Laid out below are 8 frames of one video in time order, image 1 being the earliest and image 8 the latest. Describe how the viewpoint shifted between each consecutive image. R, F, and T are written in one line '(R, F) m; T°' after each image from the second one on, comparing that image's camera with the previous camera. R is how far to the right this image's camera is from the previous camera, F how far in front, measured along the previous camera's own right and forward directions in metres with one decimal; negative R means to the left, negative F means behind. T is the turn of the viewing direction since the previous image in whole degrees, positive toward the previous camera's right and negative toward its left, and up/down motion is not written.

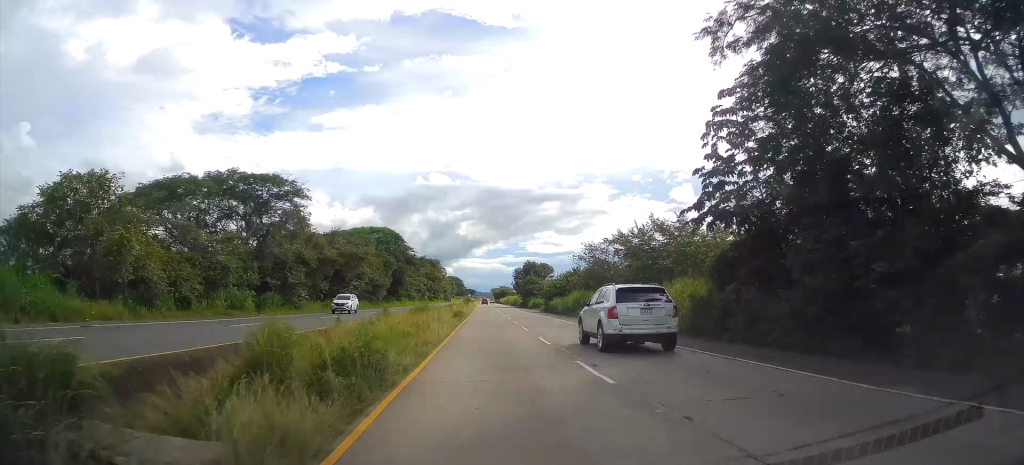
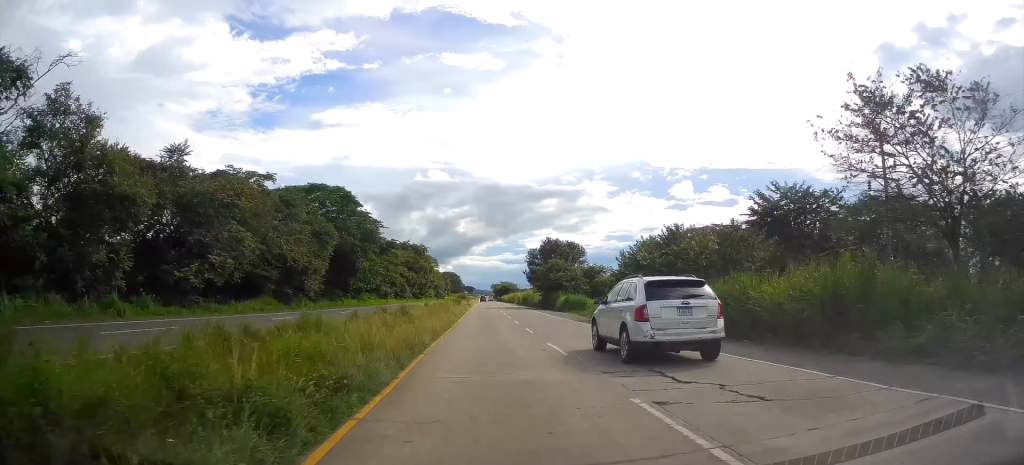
(-0.5, +39.3) m; 0°
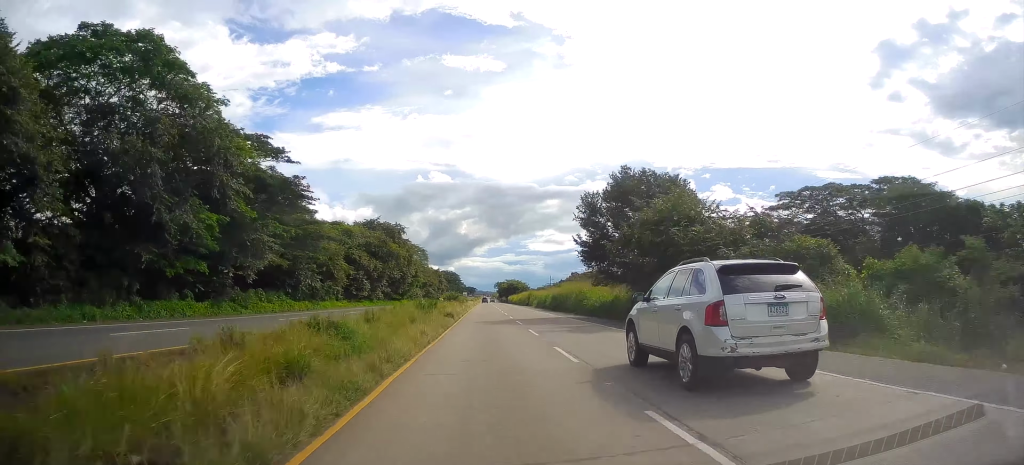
(+0.1, +43.8) m; 0°
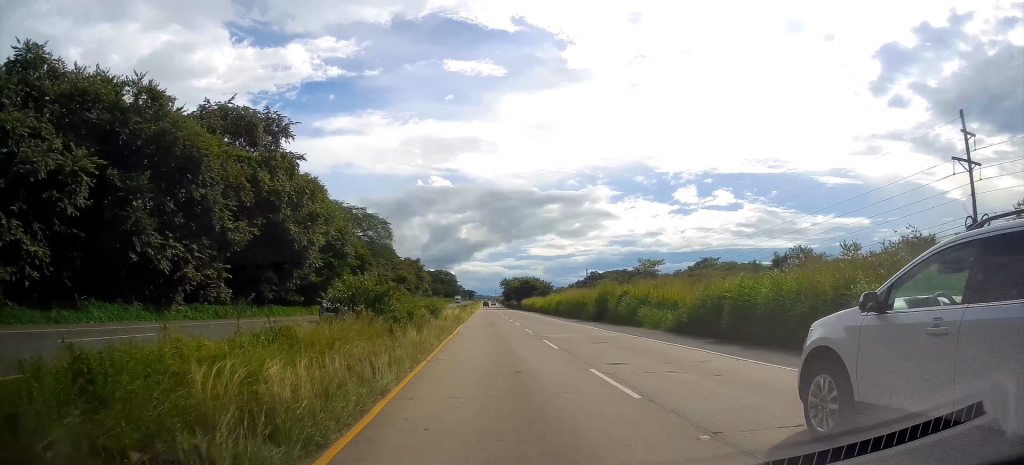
(0.0, +63.1) m; 0°
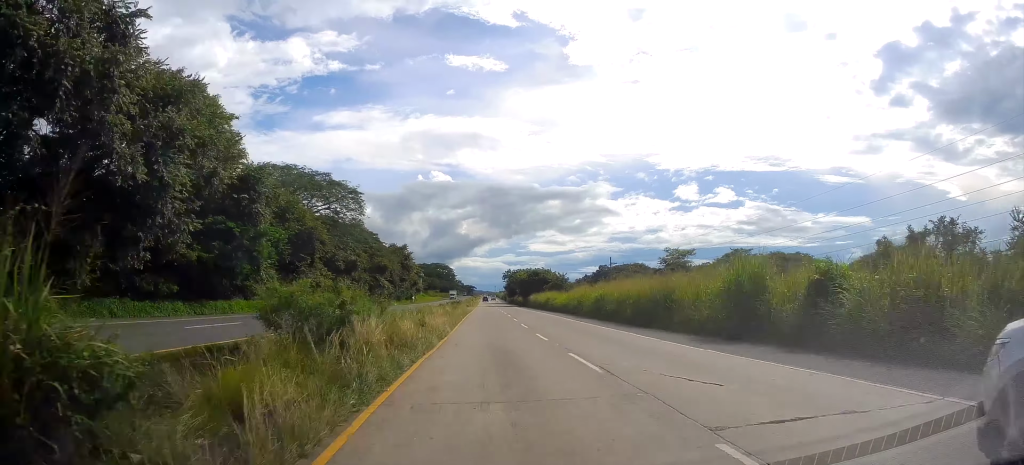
(-0.2, +23.3) m; 0°
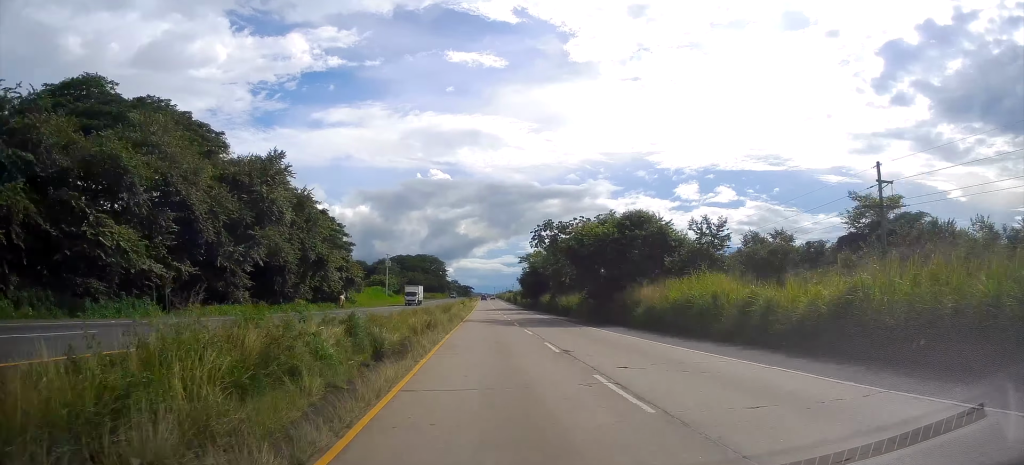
(+0.4, +70.0) m; +1°
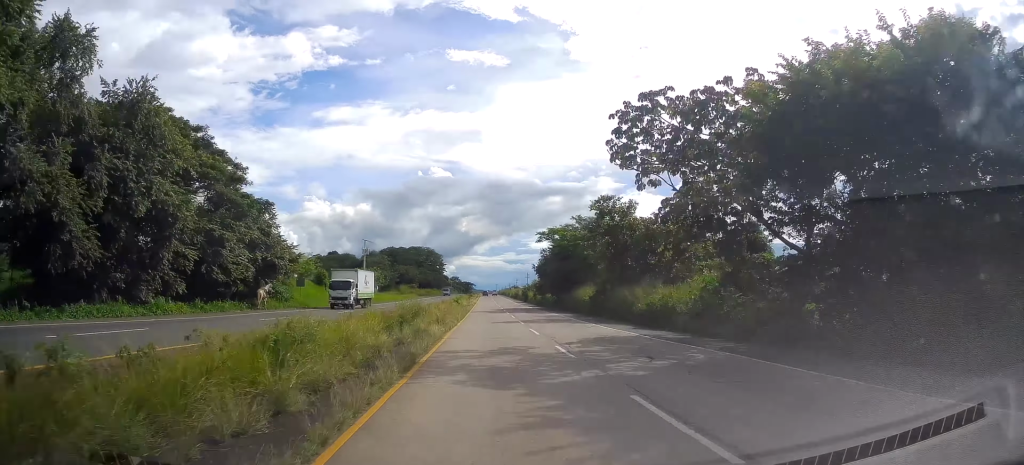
(-0.1, +27.7) m; 0°
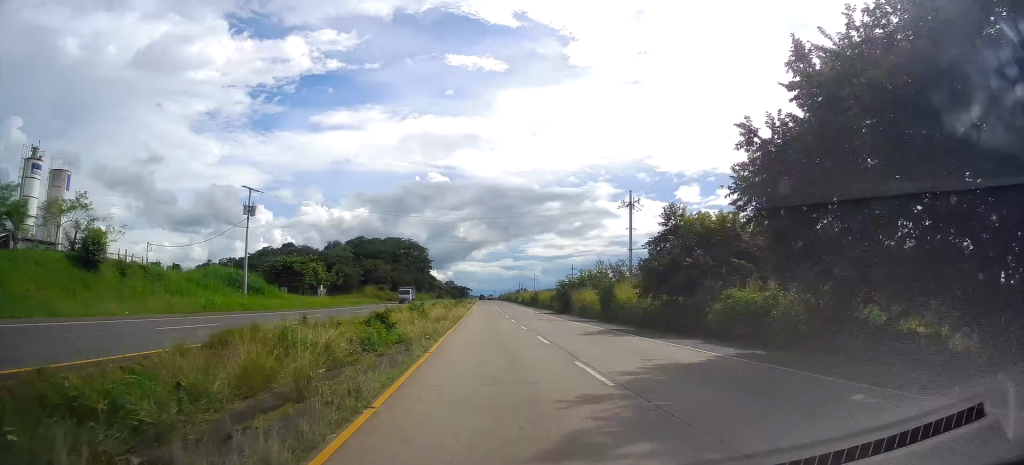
(-0.1, +53.4) m; 0°
